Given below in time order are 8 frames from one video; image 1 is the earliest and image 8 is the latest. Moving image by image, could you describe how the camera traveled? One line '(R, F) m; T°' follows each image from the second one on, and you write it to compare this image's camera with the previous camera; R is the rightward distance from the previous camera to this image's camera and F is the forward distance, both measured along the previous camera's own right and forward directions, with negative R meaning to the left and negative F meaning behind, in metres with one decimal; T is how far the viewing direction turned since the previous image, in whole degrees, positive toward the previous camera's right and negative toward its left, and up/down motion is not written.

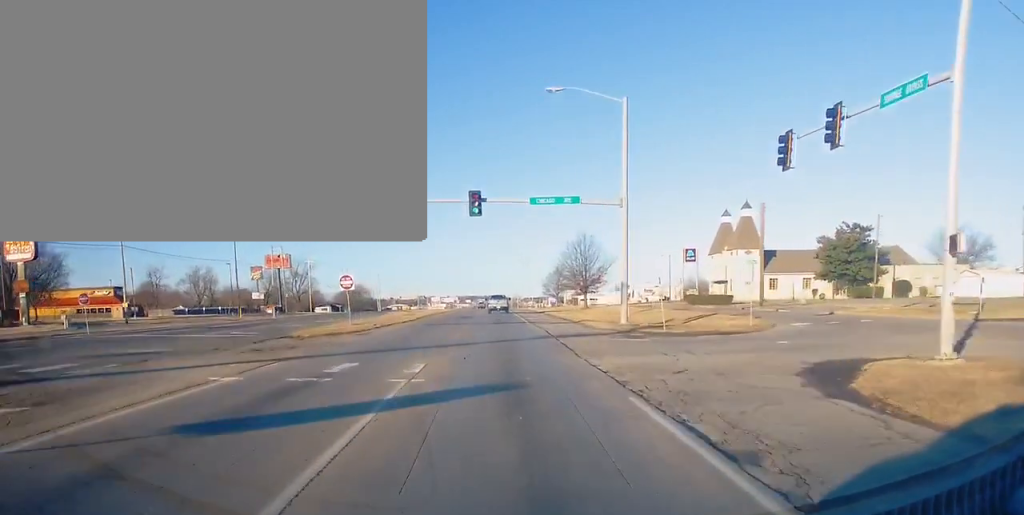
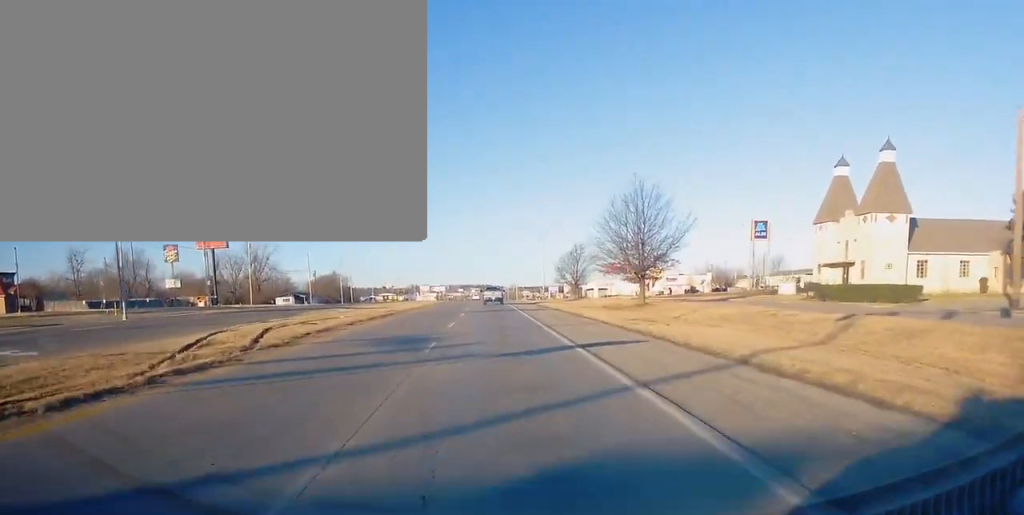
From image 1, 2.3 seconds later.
(-0.8, +40.8) m; 0°
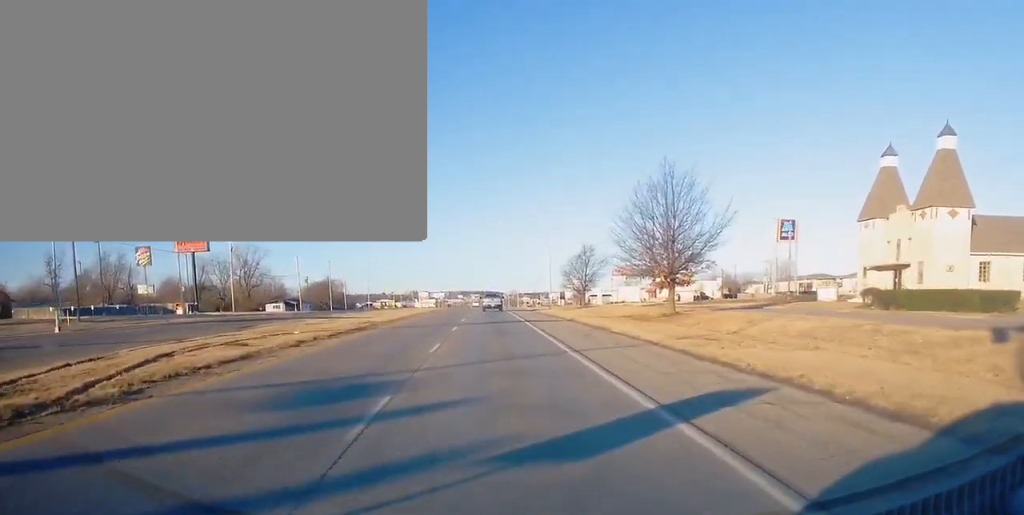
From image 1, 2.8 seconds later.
(+0.2, +10.3) m; +1°
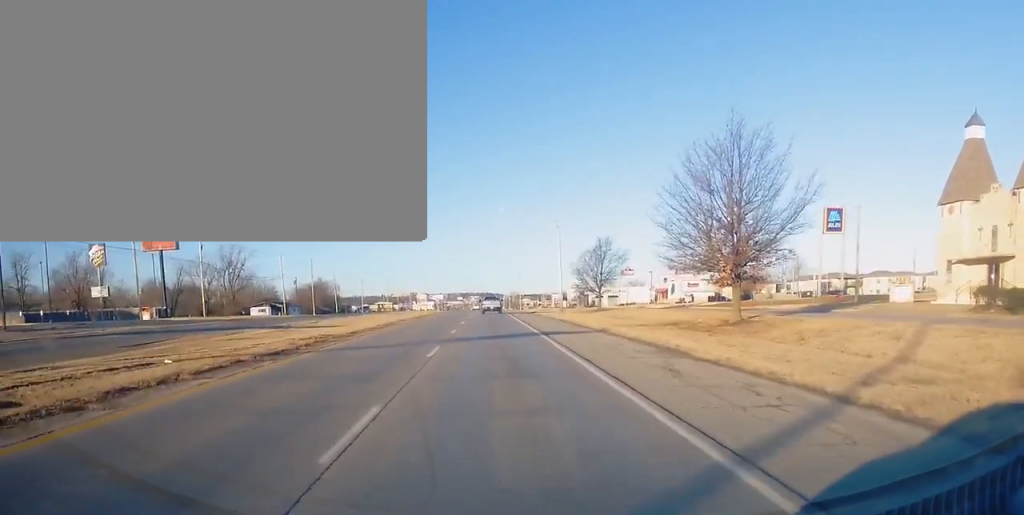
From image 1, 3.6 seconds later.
(0.0, +13.9) m; 0°
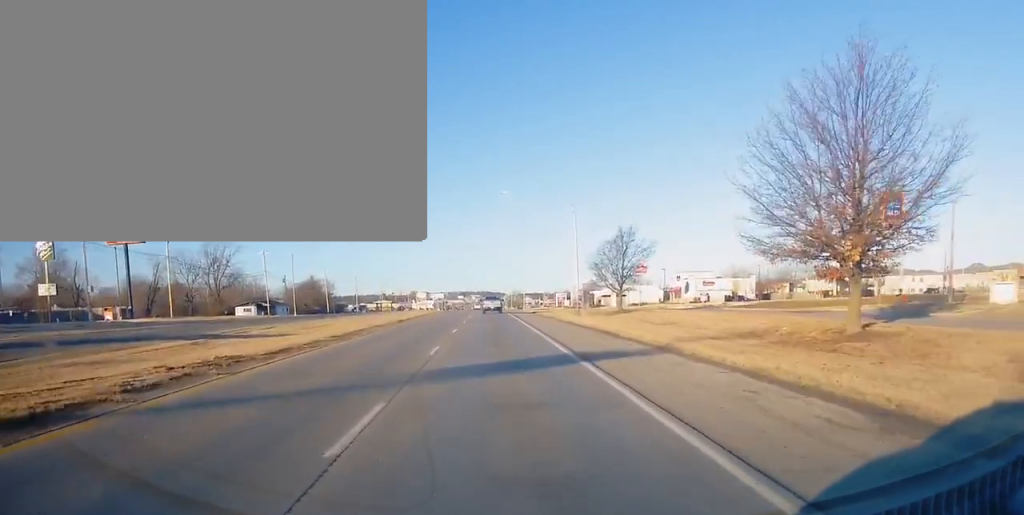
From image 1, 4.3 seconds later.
(0.0, +13.0) m; 0°
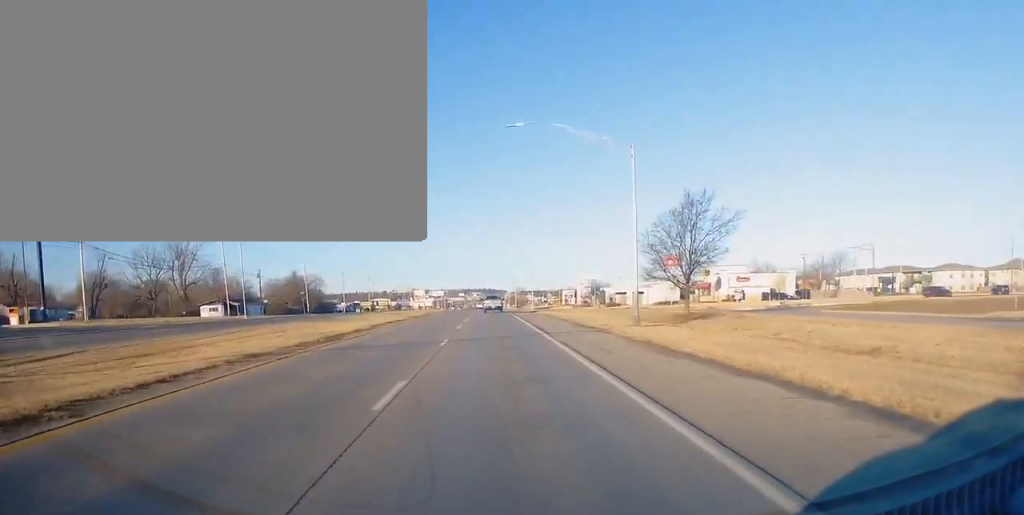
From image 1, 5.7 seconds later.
(0.0, +24.5) m; 0°
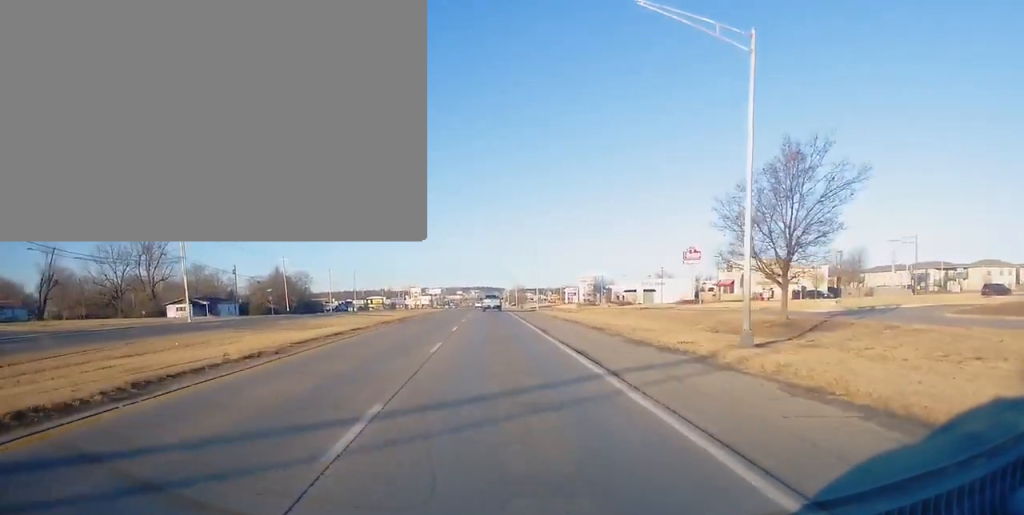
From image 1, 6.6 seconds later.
(0.0, +16.9) m; 0°
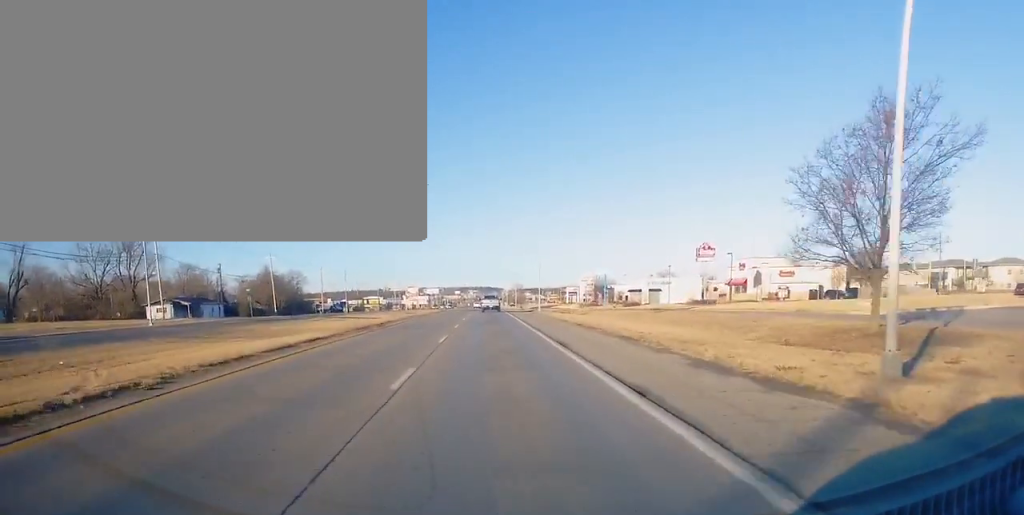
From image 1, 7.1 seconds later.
(0.0, +8.4) m; 0°
